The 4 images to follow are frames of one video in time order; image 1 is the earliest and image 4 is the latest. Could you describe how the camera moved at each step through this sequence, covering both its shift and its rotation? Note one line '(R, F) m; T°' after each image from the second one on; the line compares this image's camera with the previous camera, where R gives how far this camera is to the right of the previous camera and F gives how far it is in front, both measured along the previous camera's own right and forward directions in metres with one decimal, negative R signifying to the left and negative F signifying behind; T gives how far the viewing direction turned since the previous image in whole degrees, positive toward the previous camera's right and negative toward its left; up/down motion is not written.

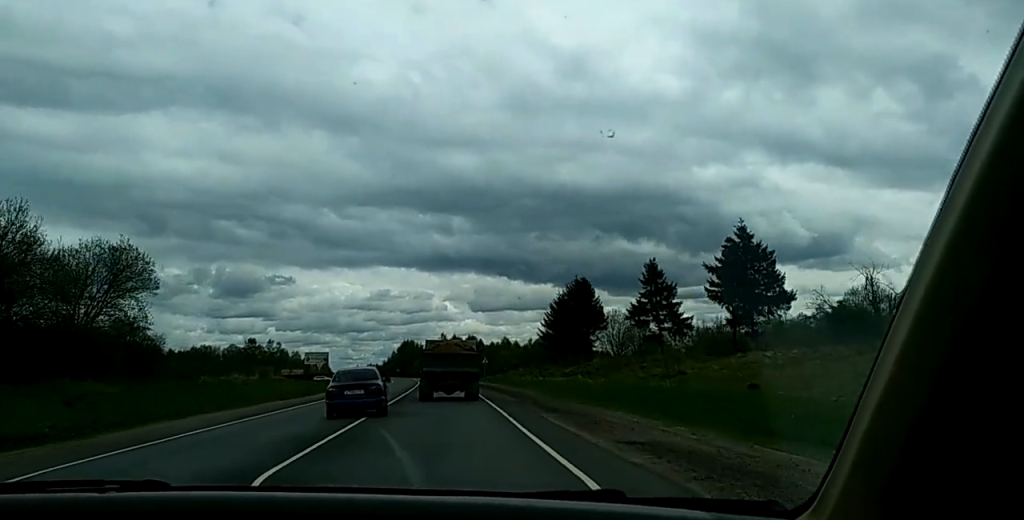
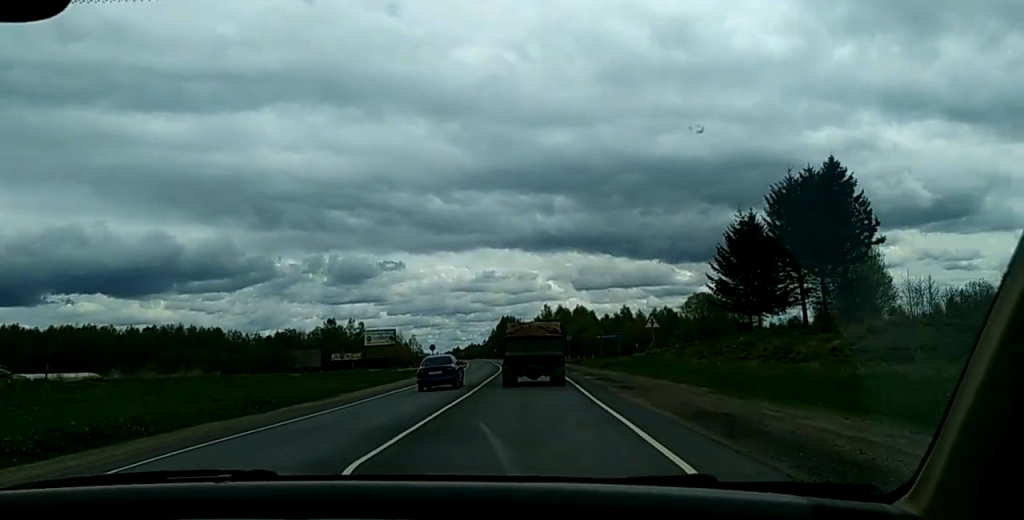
(-2.5, +60.0) m; -4°
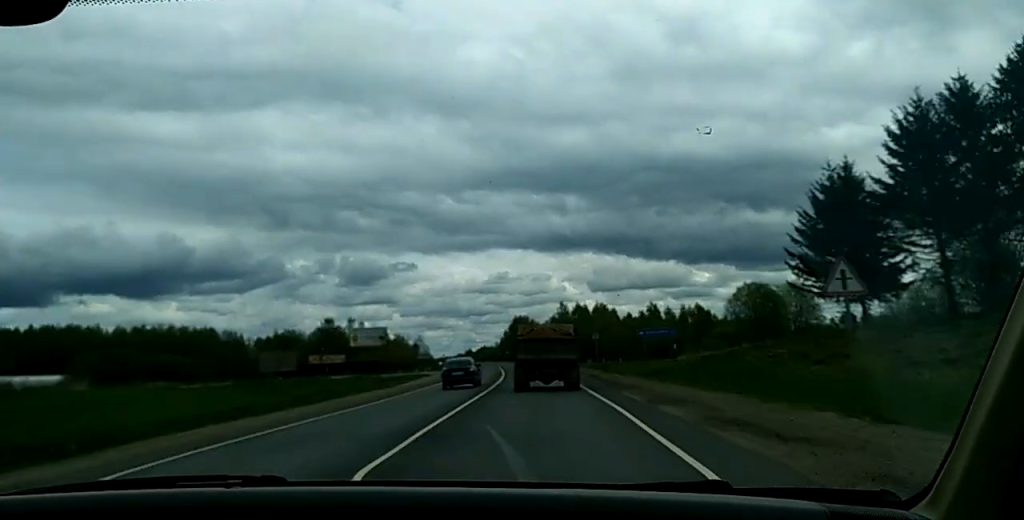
(+0.3, +21.7) m; 0°
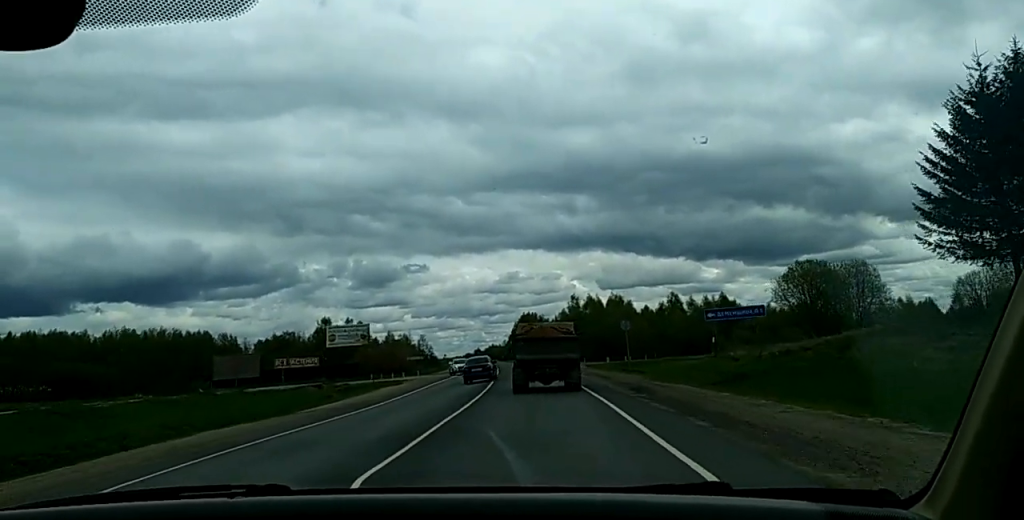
(-0.3, +21.8) m; +1°
